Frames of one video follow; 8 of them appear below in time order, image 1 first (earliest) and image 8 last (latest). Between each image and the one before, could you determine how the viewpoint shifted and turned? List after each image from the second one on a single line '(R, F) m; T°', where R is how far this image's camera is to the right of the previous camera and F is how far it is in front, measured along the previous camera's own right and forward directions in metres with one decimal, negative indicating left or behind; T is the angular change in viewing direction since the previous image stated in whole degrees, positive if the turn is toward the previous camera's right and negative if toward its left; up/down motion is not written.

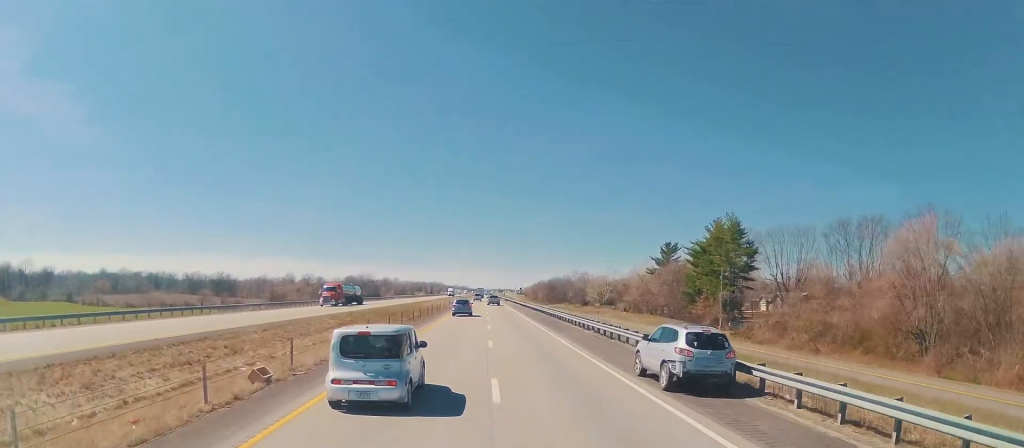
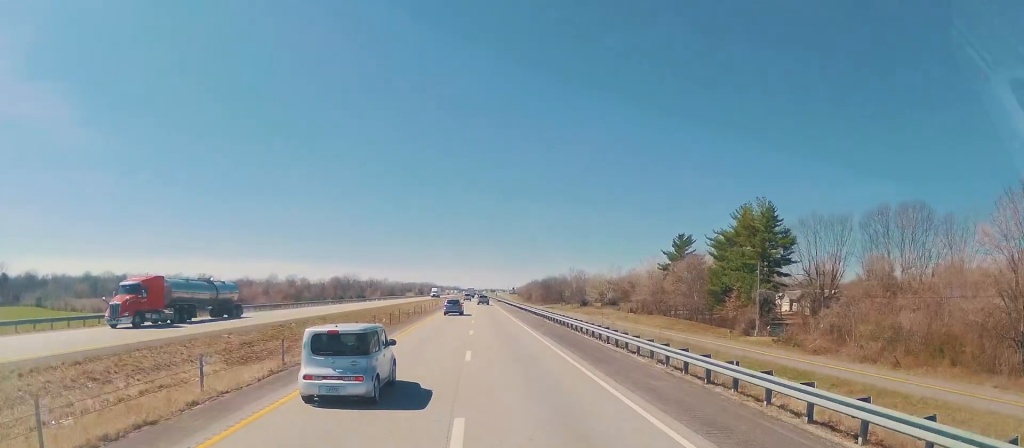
(-0.4, +16.5) m; 0°
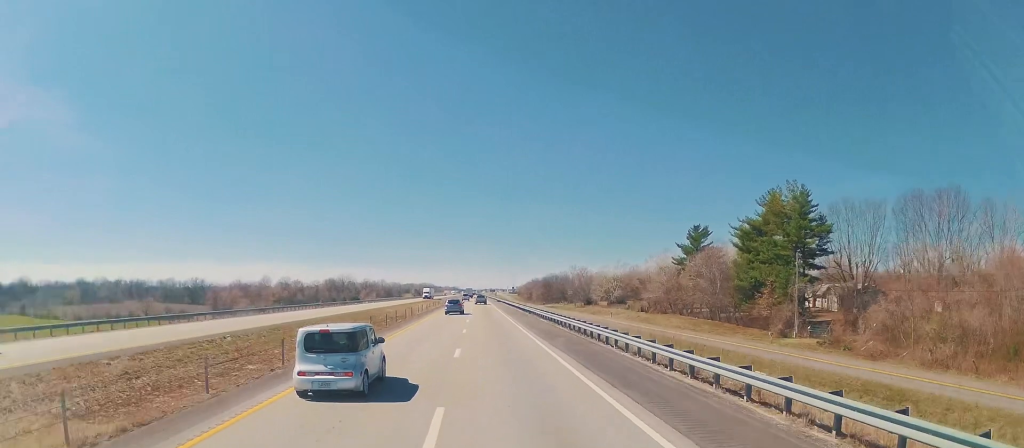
(+0.3, +11.0) m; +1°
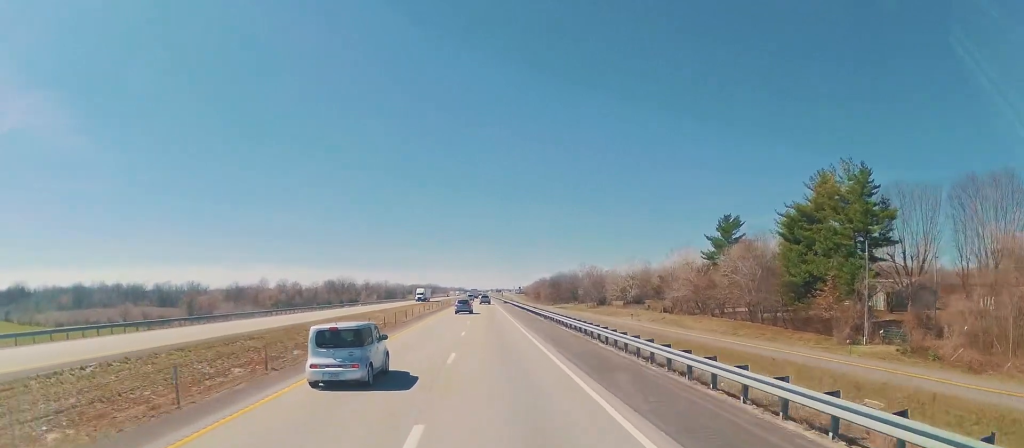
(+0.1, +13.1) m; +1°
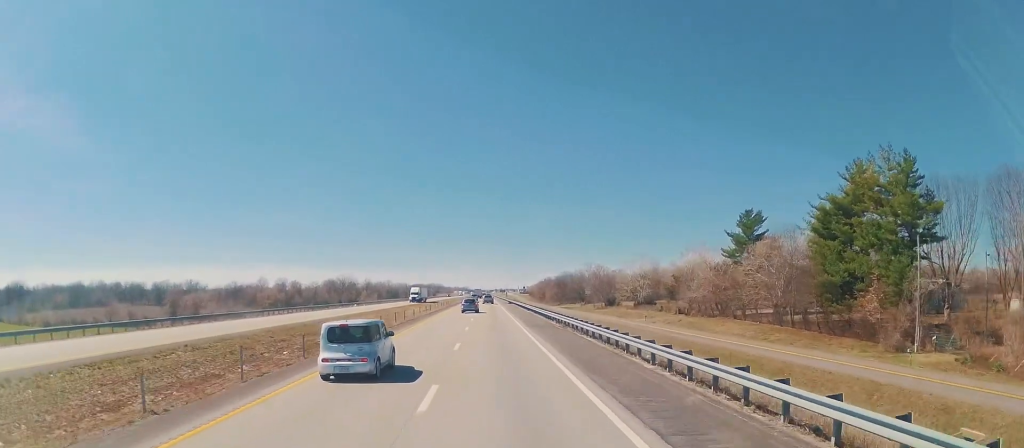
(-0.1, +7.6) m; 0°
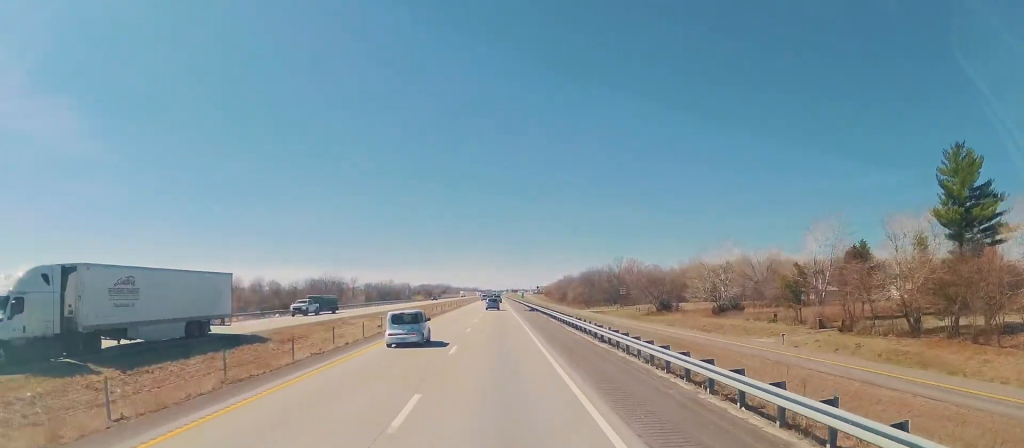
(-1.2, +49.0) m; -2°
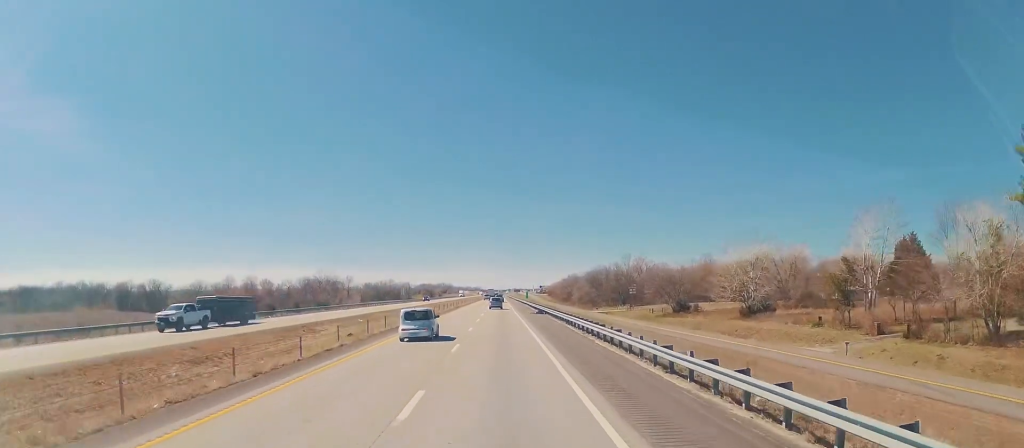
(0.0, +11.4) m; +1°
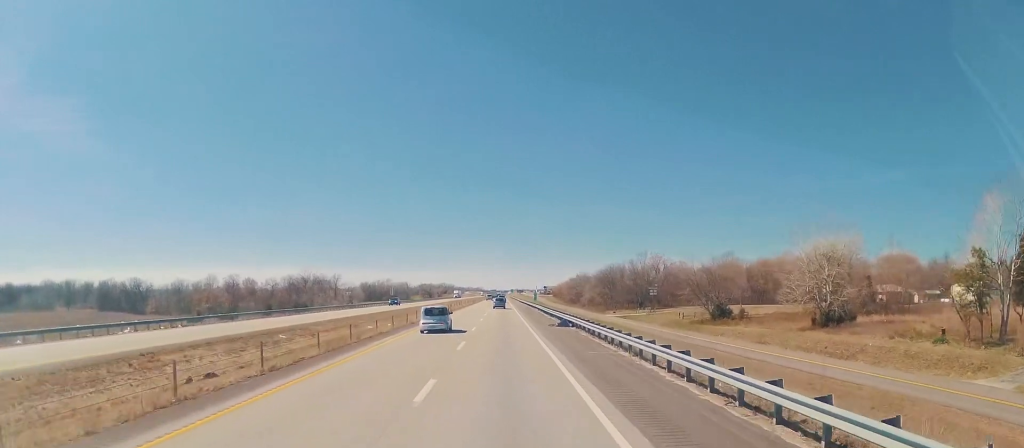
(+0.3, +21.9) m; +2°
